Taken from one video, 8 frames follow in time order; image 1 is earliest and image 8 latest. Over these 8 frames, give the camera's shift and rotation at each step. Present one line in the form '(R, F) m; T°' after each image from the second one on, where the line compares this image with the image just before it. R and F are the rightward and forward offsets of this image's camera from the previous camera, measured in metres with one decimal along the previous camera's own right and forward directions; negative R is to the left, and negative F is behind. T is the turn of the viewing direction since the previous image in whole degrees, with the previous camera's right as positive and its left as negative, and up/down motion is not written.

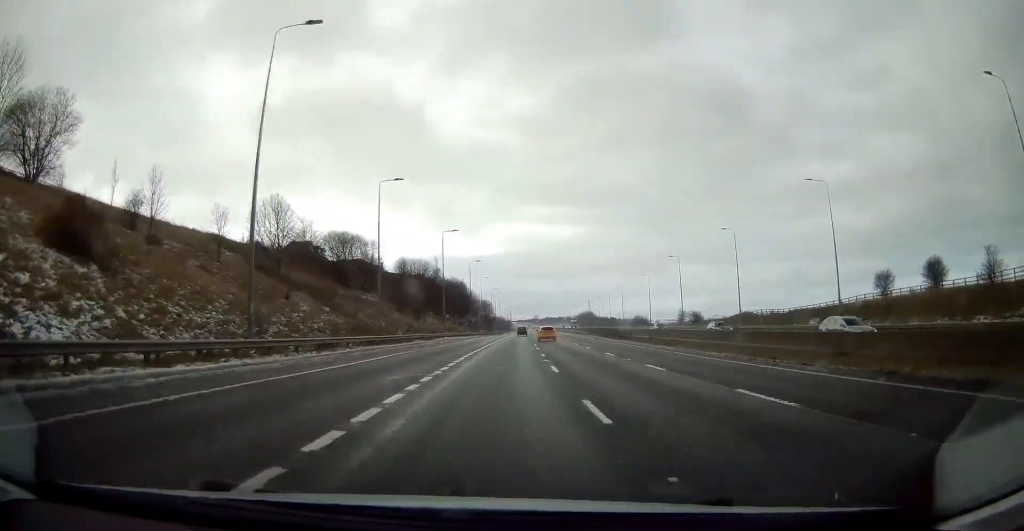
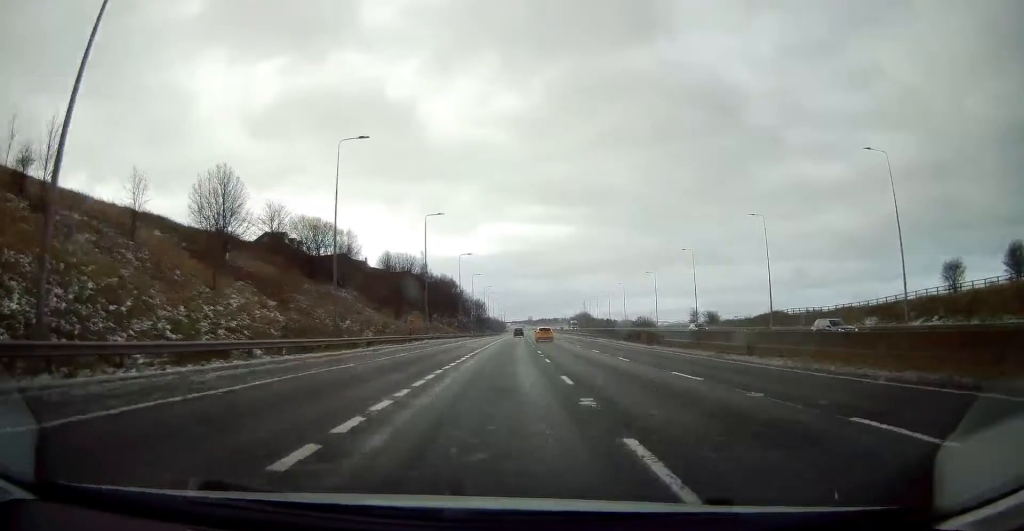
(+0.3, +12.5) m; +1°
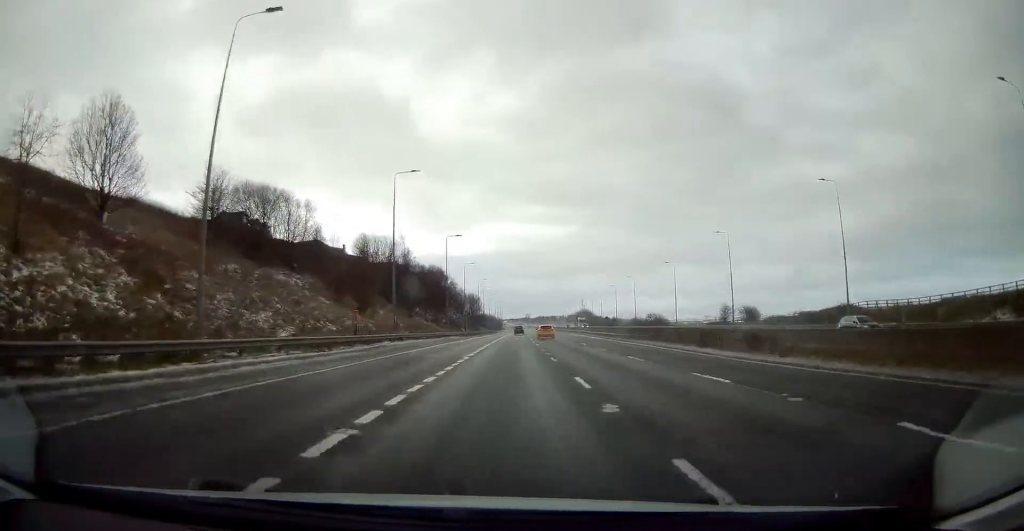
(+0.2, +18.8) m; +1°
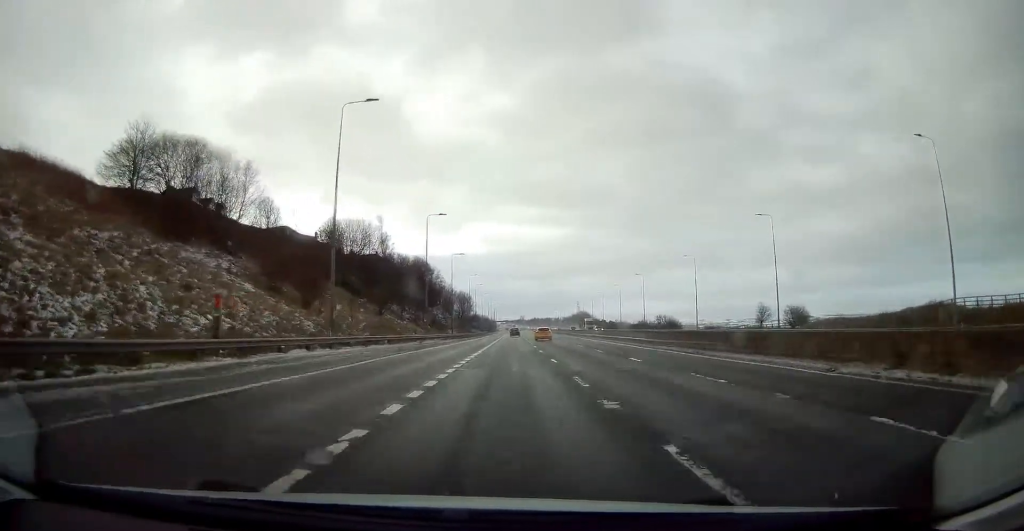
(0.0, +17.0) m; 0°
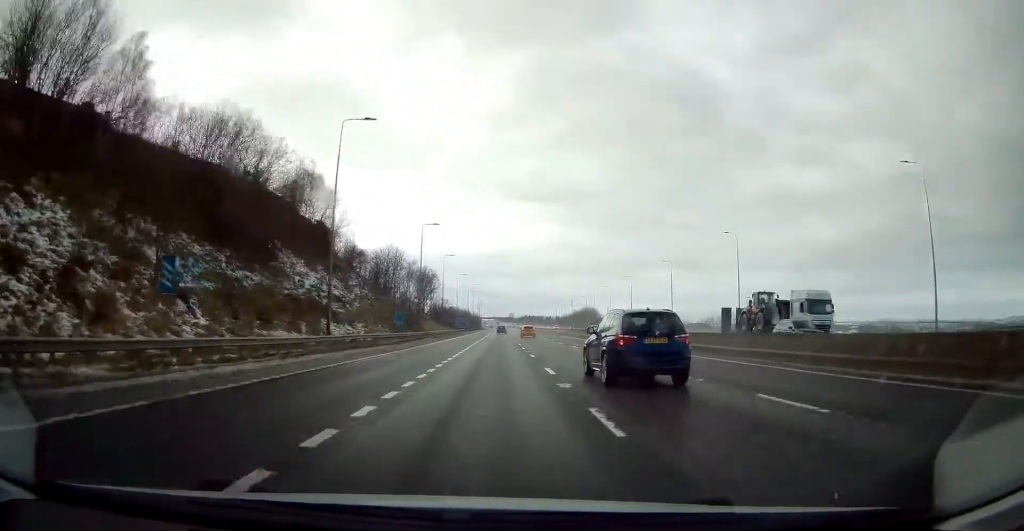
(+1.1, +67.4) m; +1°
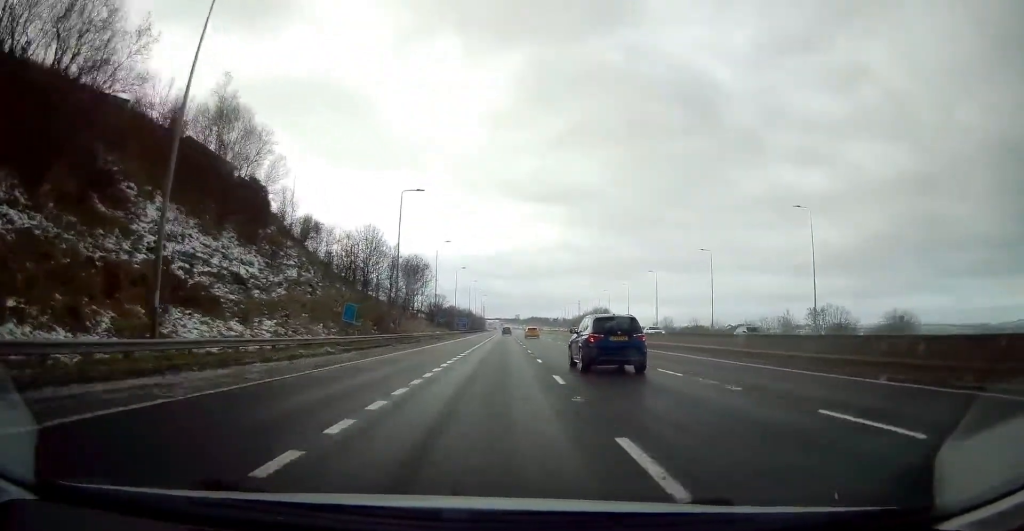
(-0.1, +20.5) m; 0°
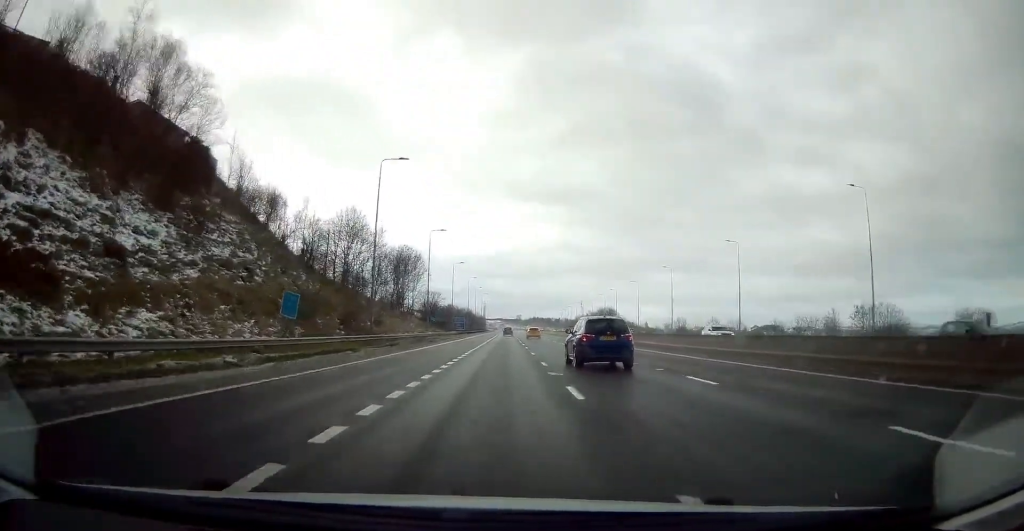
(0.0, +11.2) m; 0°
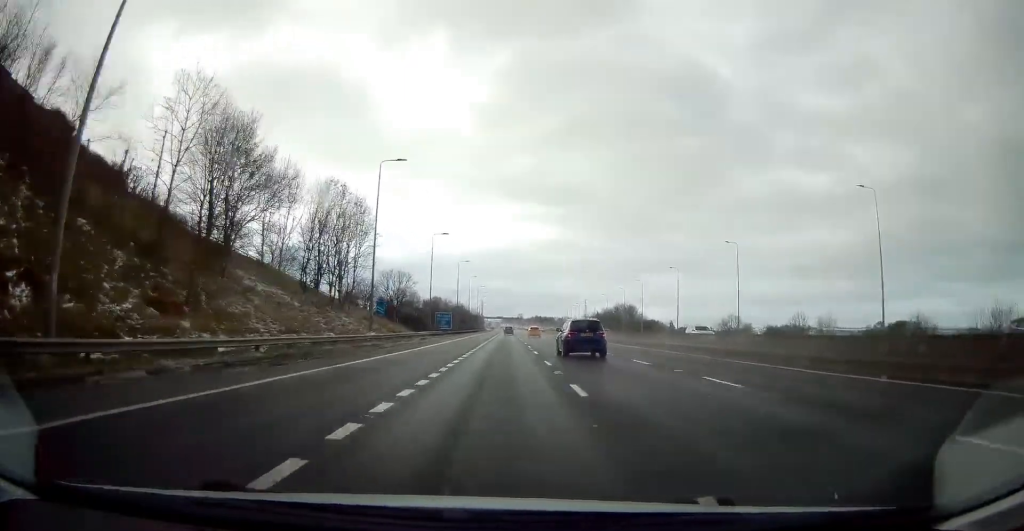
(+0.1, +36.0) m; 0°
